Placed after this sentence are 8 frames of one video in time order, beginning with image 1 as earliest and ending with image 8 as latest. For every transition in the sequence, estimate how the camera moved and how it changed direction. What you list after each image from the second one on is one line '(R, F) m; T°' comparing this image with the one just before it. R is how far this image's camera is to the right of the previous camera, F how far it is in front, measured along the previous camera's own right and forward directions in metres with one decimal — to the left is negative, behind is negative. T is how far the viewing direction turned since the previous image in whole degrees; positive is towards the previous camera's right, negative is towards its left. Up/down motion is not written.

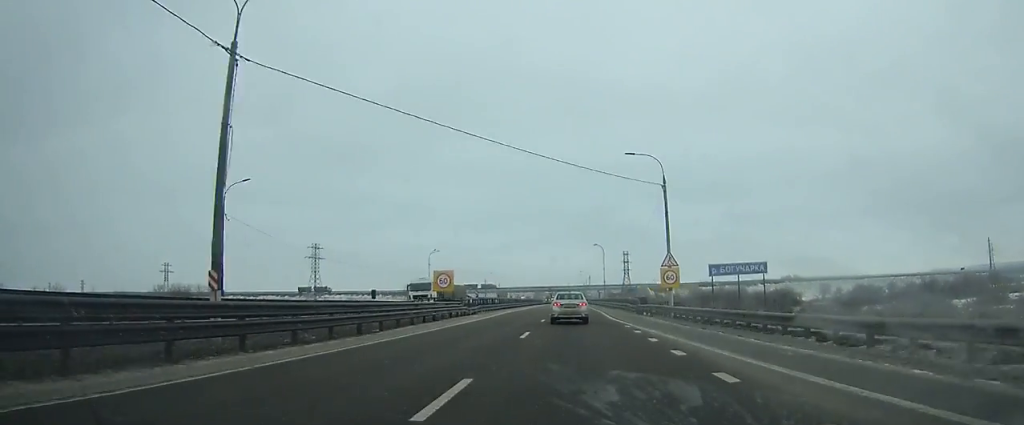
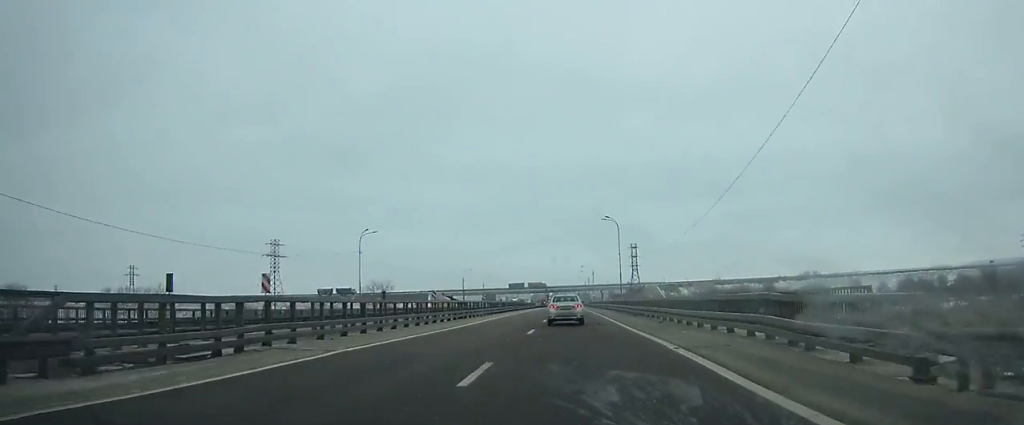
(0.0, +33.5) m; 0°
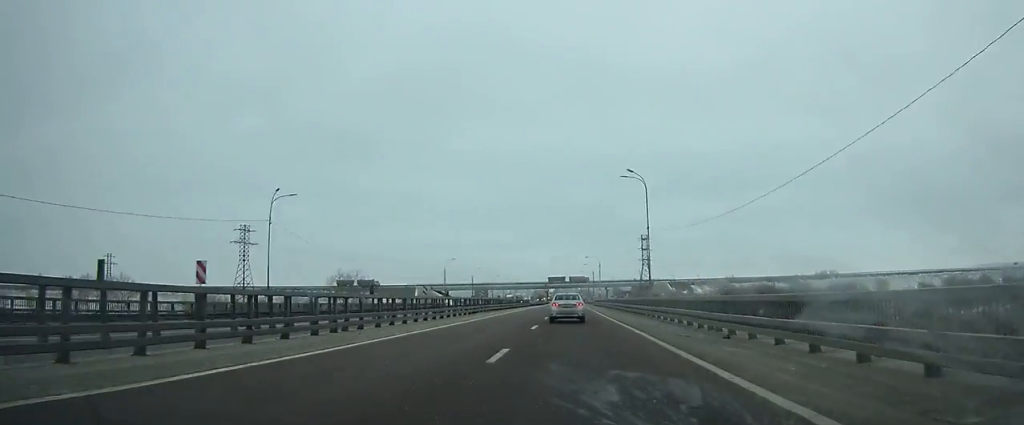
(0.0, +22.1) m; 0°
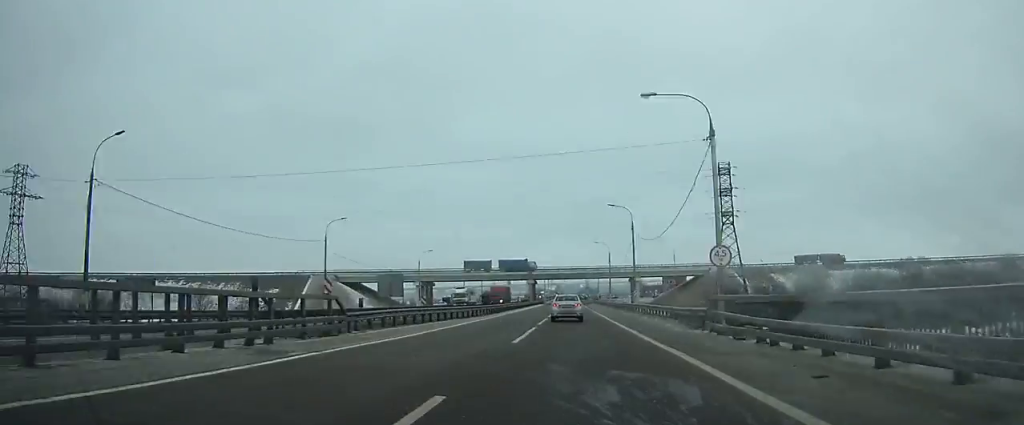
(-0.2, +88.2) m; 0°
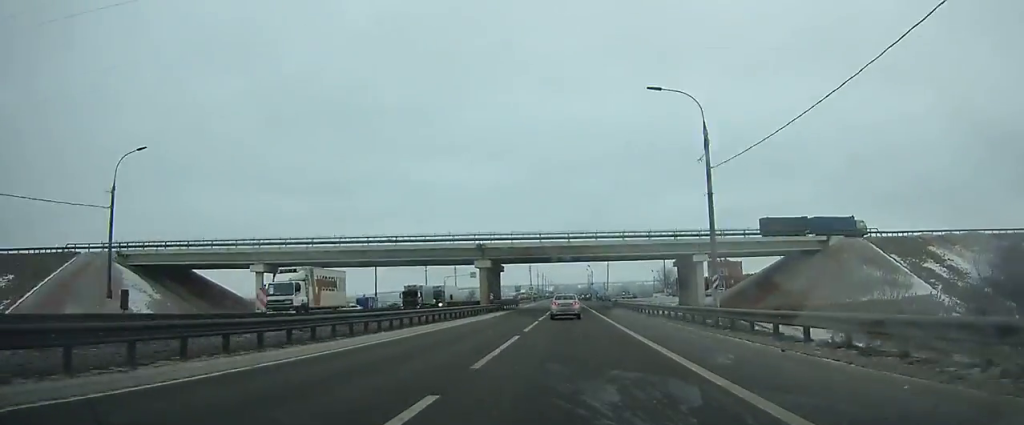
(0.0, +63.6) m; 0°
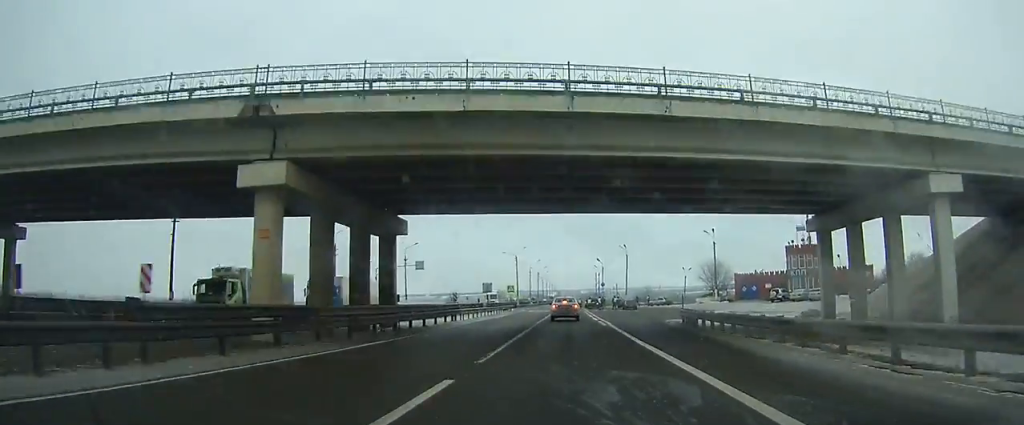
(0.0, +45.2) m; 0°
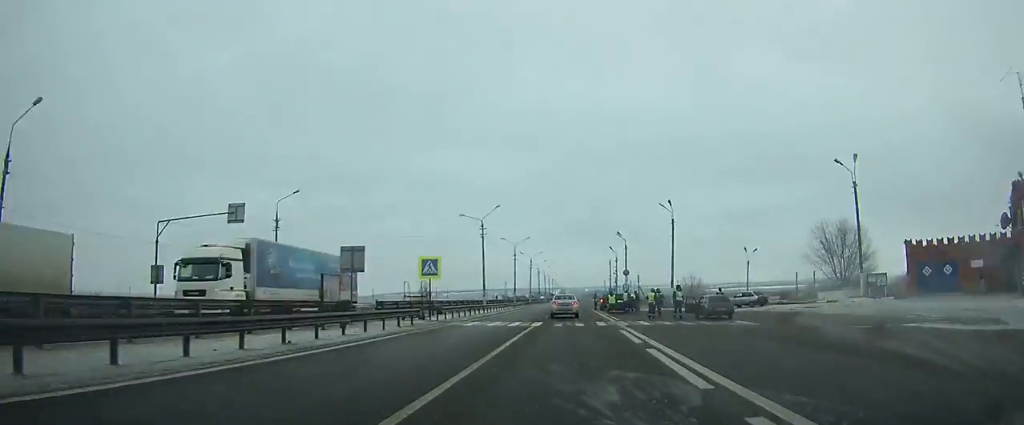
(-0.1, +48.4) m; 0°
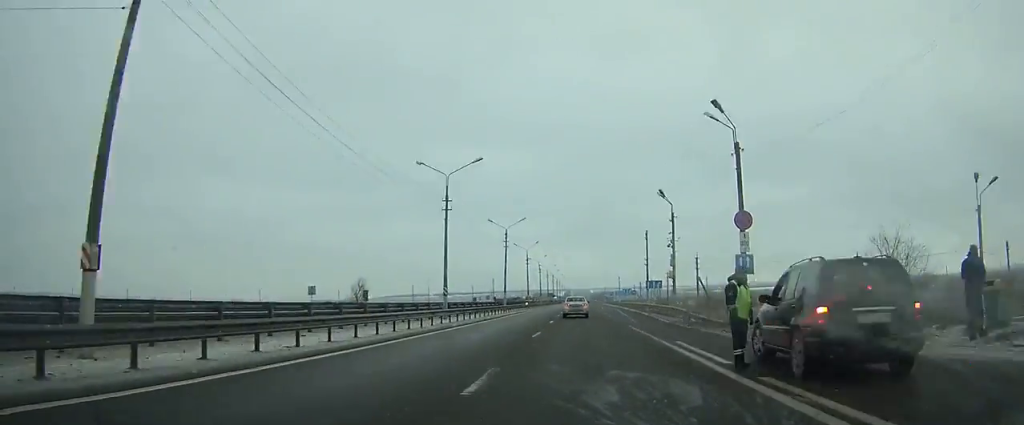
(0.0, +62.4) m; 0°
